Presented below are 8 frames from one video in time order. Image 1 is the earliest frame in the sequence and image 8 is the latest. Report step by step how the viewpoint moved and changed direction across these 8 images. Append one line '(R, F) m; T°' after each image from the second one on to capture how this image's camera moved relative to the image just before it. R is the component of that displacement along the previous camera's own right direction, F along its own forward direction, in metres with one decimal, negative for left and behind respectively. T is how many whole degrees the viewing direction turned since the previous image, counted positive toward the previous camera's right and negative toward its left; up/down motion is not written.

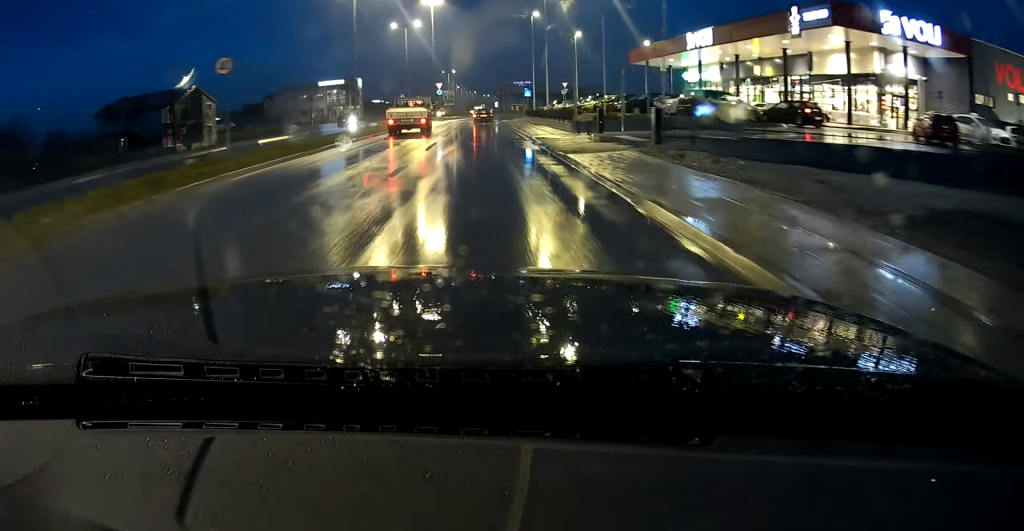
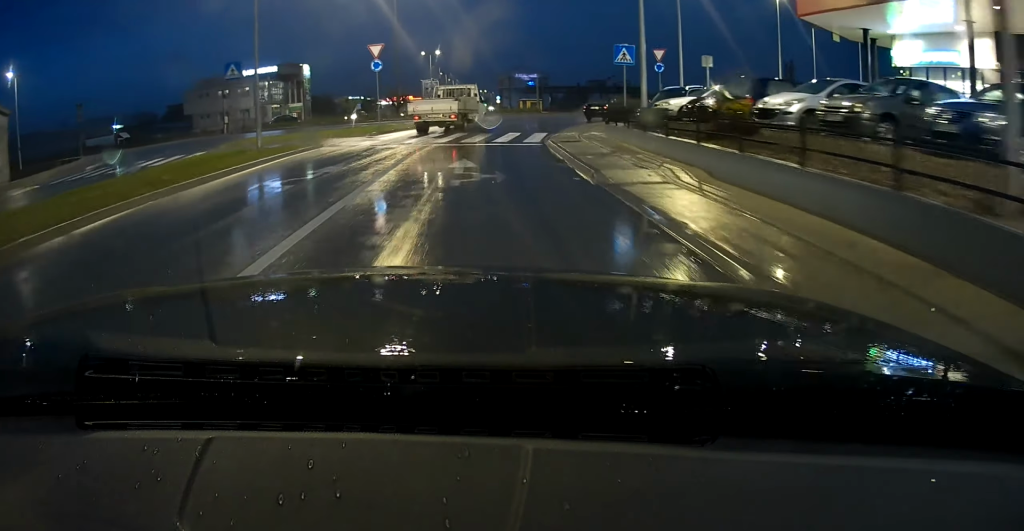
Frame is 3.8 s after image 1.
(+0.1, +41.2) m; +2°
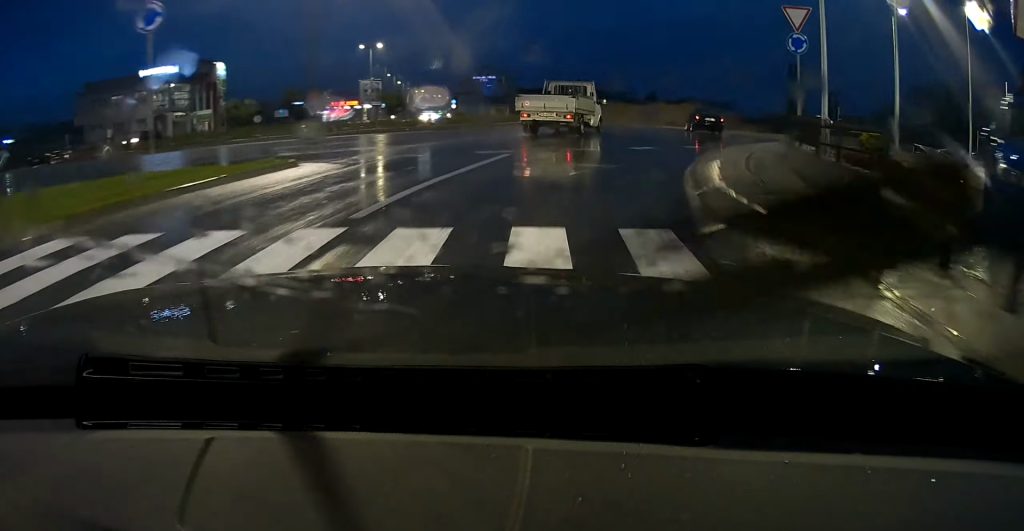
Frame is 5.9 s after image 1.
(+0.6, +19.5) m; +9°
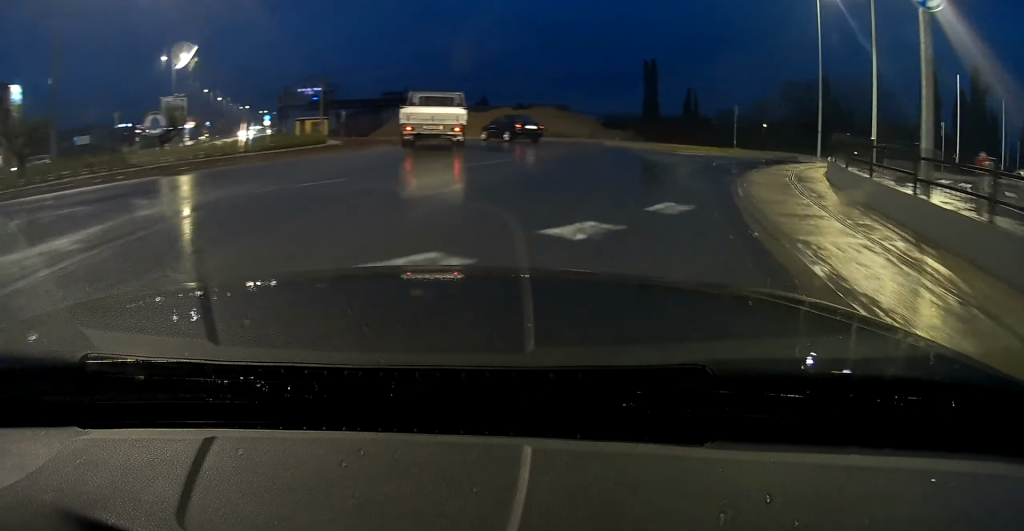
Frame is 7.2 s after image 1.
(+0.7, +11.7) m; +6°
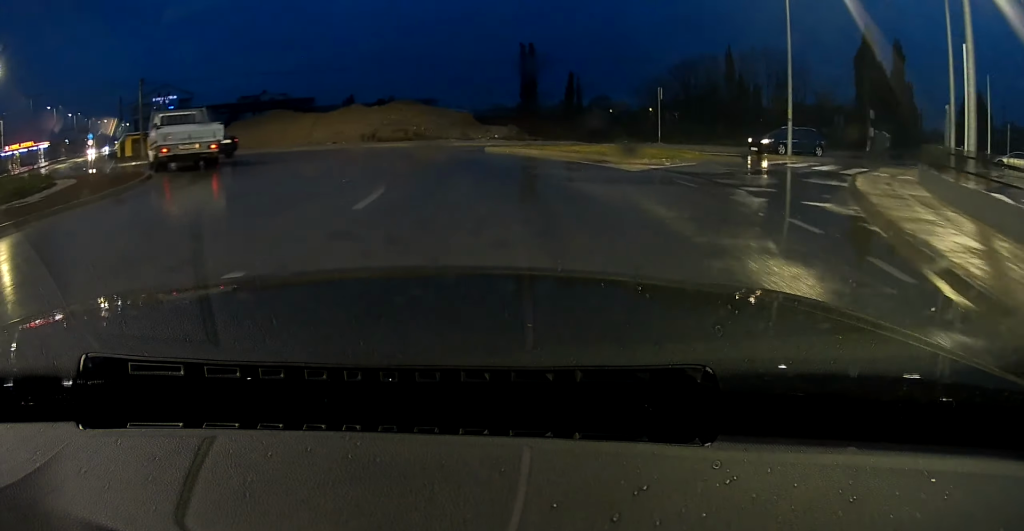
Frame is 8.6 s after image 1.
(+1.5, +12.2) m; +3°
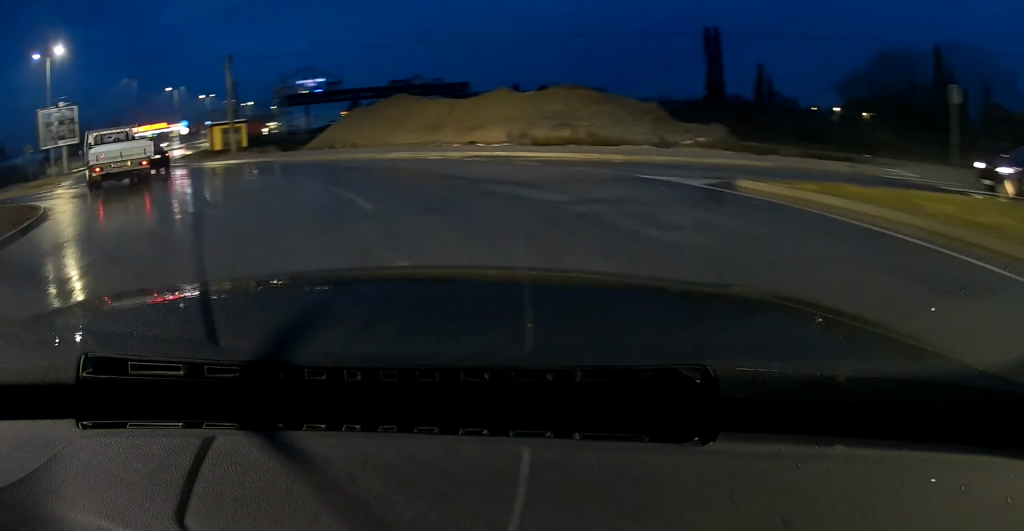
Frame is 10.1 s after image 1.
(-0.7, +13.1) m; -16°
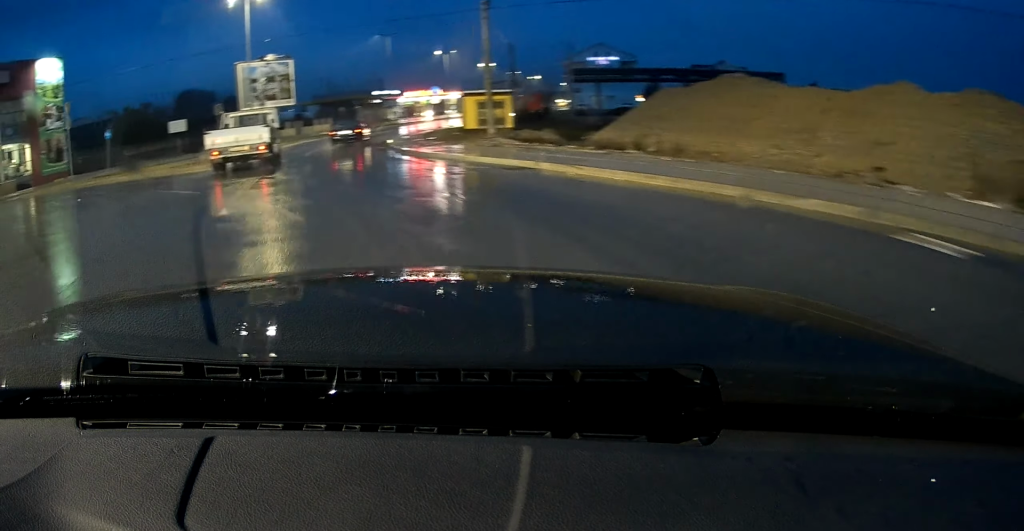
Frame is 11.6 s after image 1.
(-2.5, +12.8) m; -14°
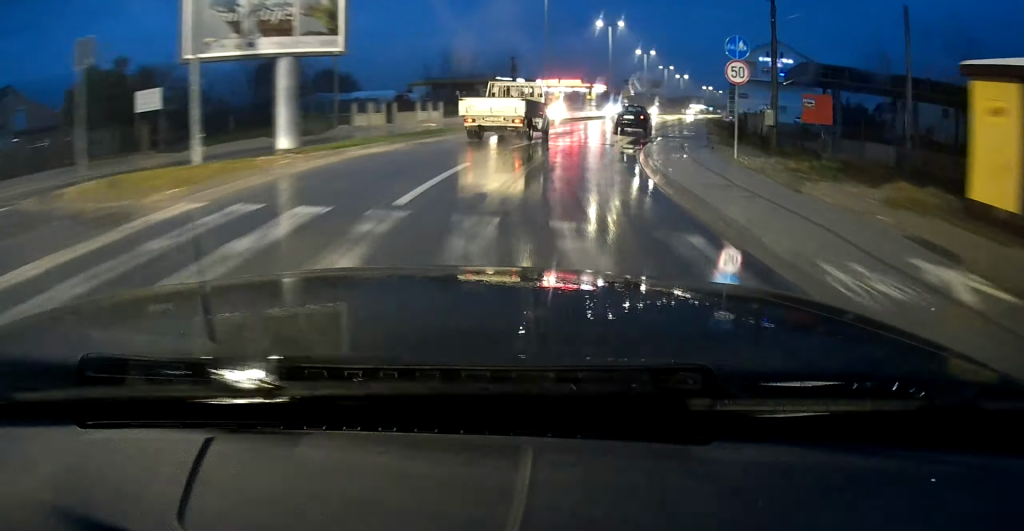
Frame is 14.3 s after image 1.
(-5.3, +28.0) m; -4°
